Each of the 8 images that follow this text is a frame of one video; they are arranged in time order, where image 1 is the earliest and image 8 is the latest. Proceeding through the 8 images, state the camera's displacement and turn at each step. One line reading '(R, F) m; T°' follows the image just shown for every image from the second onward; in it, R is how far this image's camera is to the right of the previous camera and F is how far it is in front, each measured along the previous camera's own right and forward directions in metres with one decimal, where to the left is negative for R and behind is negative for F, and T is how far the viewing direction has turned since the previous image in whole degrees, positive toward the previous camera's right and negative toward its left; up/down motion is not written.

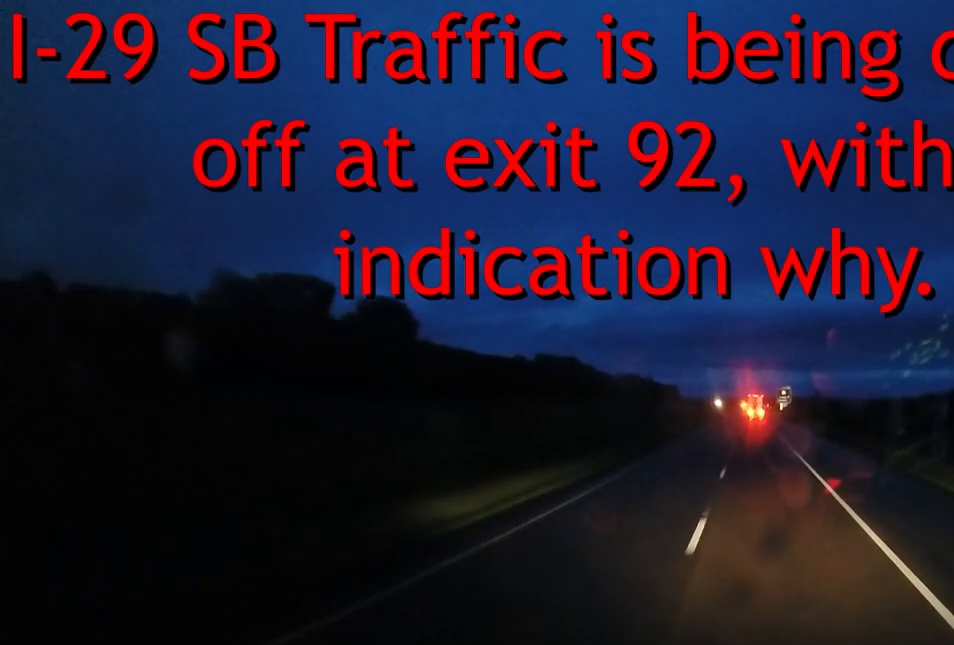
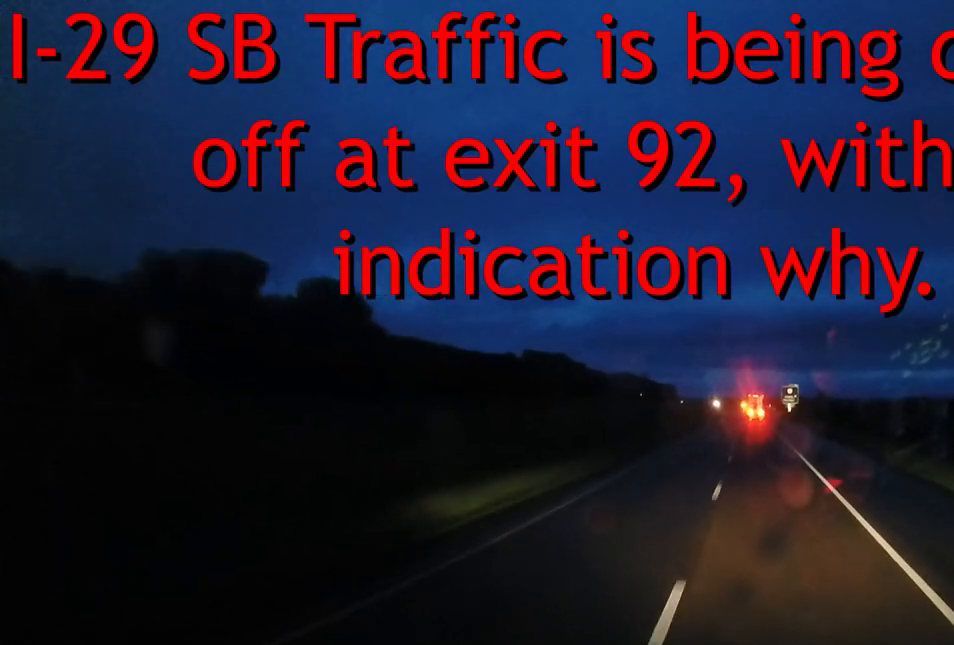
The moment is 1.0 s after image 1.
(0.0, +29.8) m; 0°
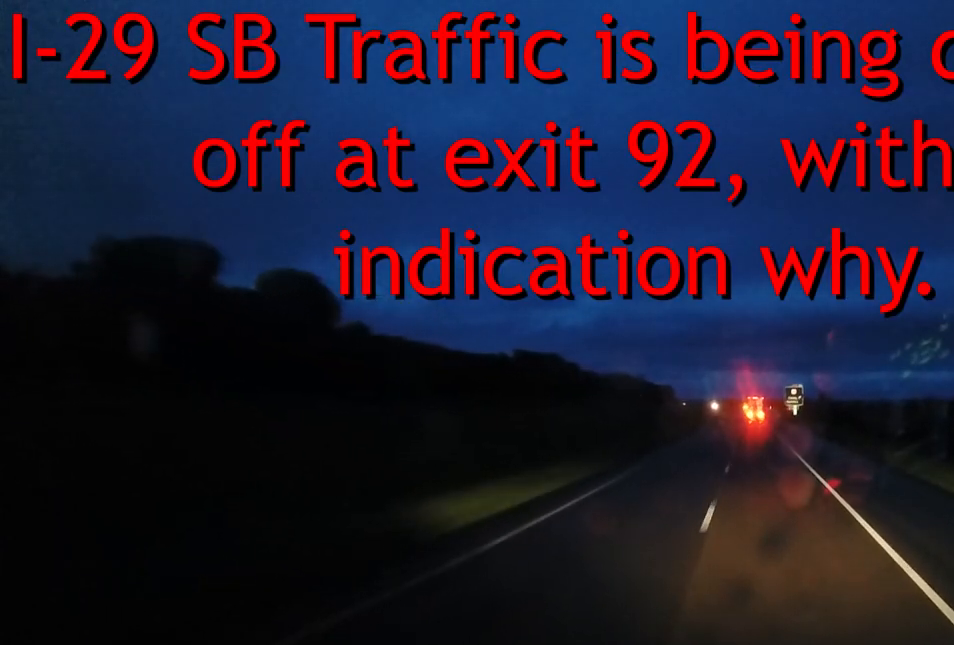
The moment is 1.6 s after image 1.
(0.0, +16.4) m; 0°
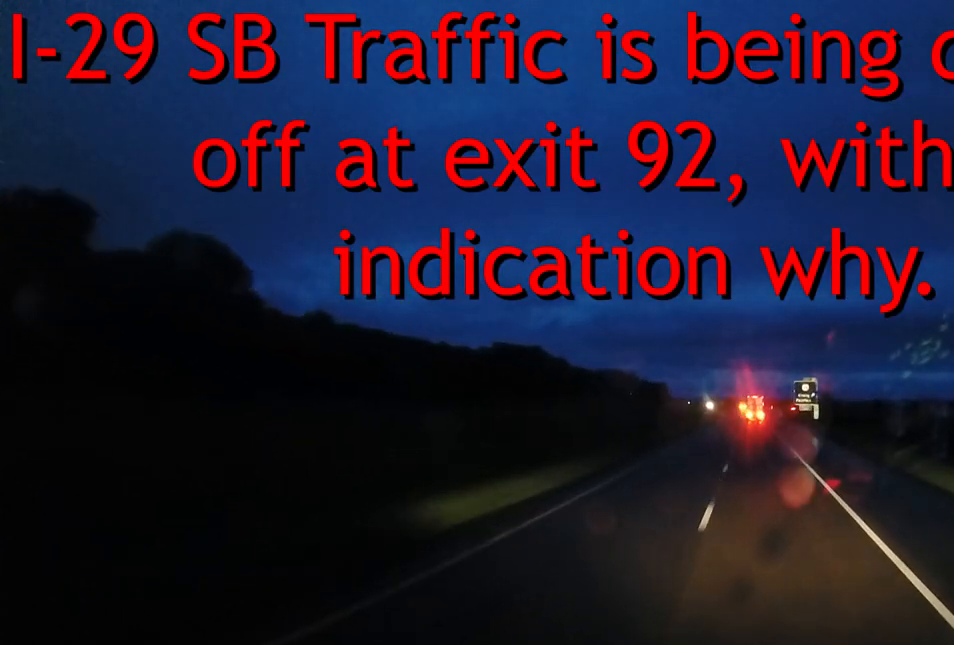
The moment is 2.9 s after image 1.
(+0.1, +35.9) m; 0°
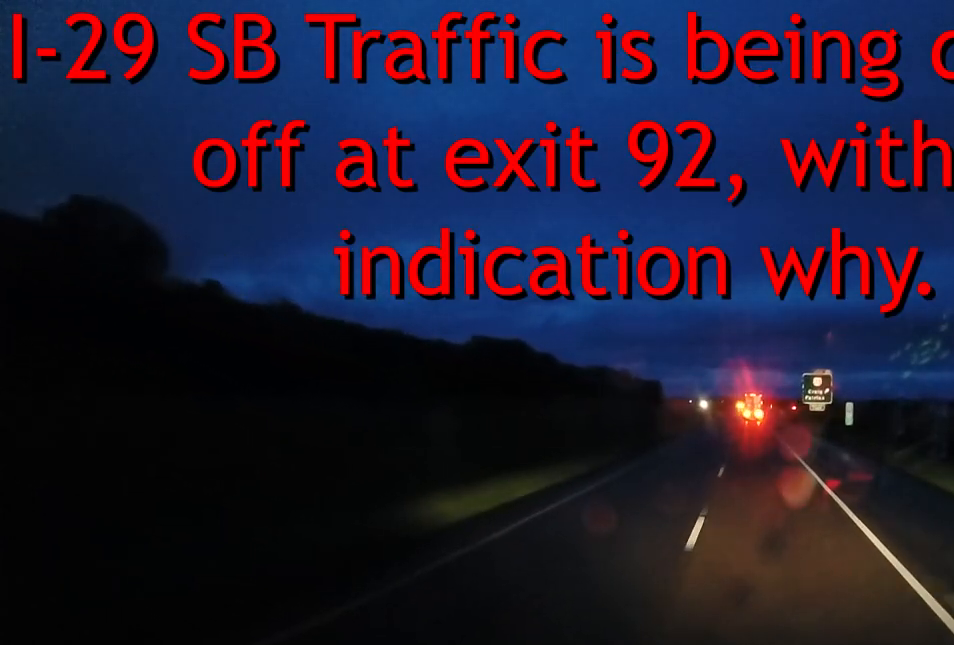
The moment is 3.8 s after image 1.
(0.0, +26.1) m; 0°
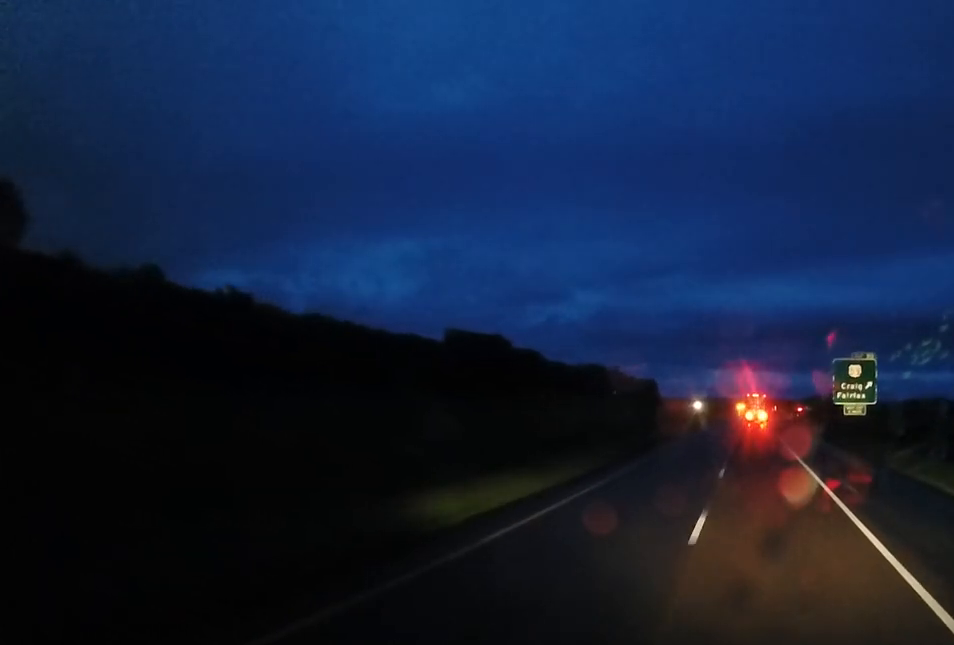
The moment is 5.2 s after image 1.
(-0.4, +36.4) m; -1°
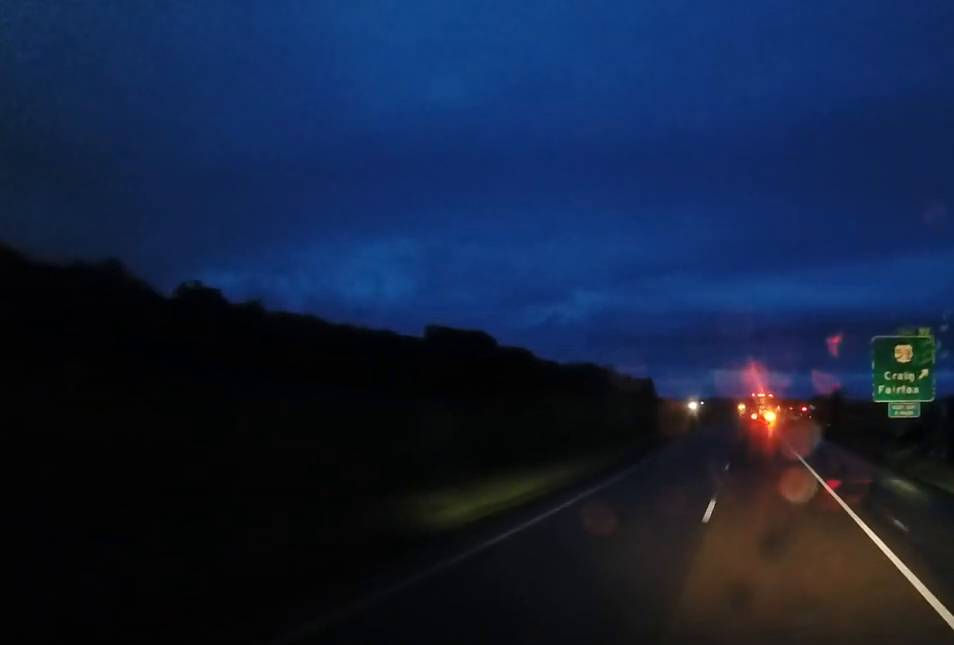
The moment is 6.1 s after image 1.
(-0.2, +22.3) m; 0°
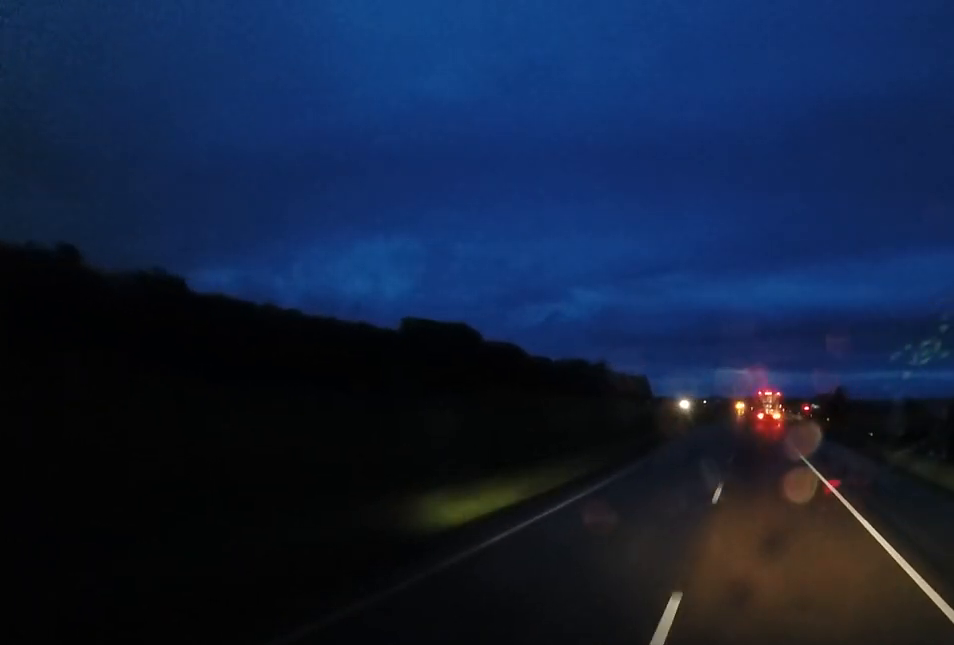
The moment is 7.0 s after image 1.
(+0.3, +22.4) m; +1°
